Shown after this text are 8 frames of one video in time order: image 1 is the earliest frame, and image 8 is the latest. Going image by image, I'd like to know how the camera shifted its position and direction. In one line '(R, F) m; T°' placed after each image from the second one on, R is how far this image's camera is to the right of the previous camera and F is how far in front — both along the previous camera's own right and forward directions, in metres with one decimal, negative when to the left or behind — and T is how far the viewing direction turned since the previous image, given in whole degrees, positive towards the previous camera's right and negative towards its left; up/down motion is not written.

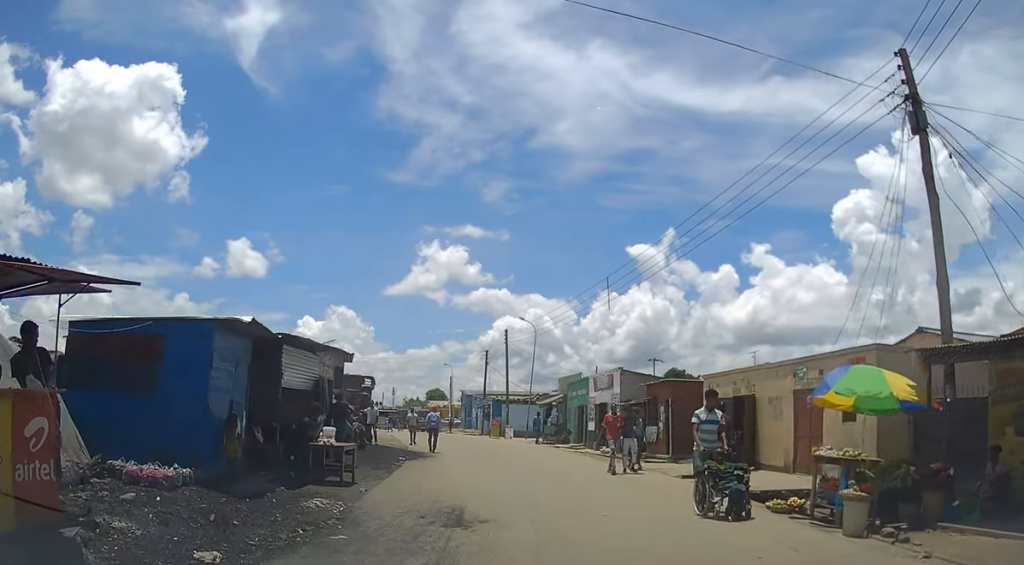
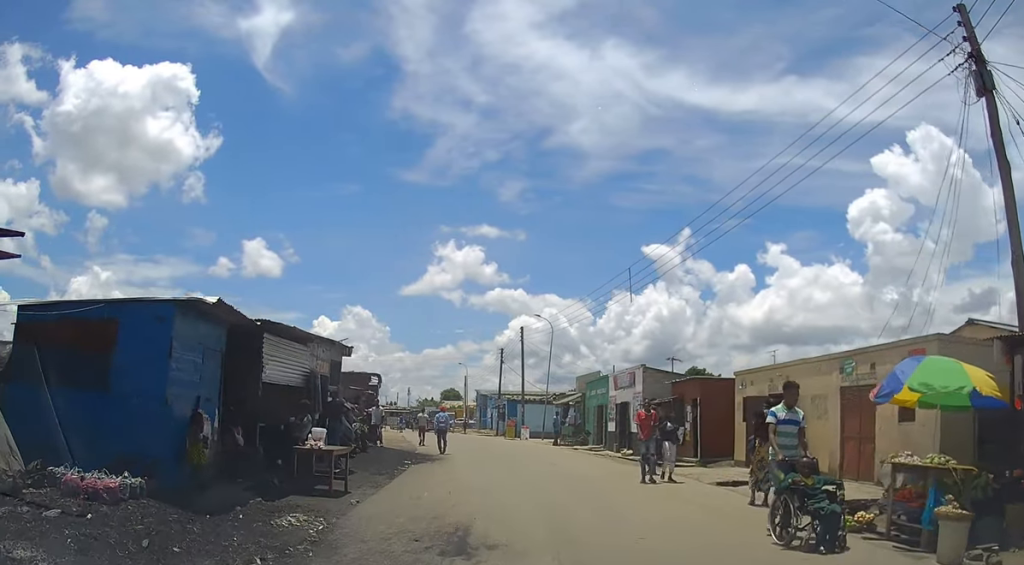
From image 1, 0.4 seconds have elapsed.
(-0.1, +1.8) m; -1°
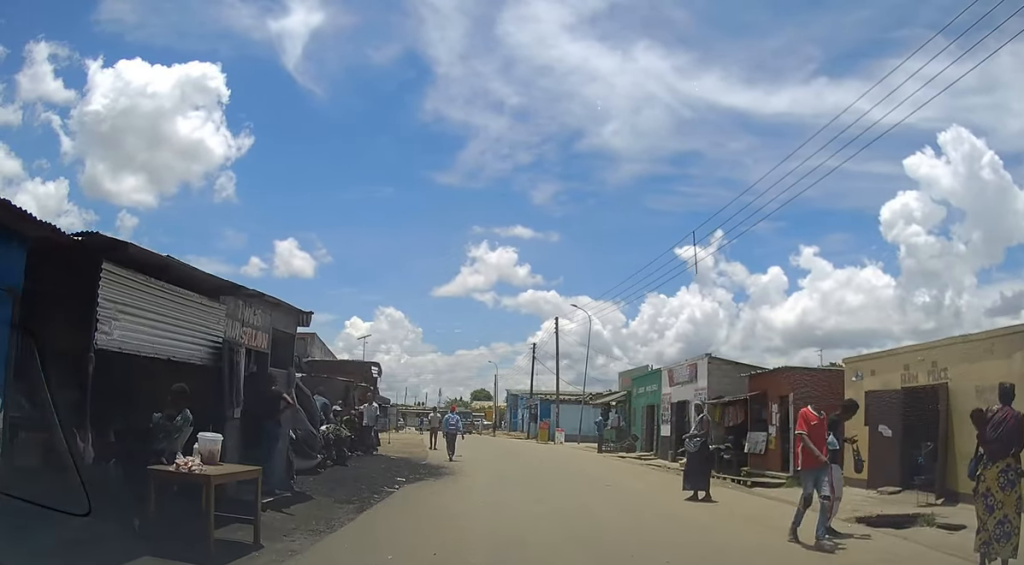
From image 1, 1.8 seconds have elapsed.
(-0.1, +5.6) m; -3°
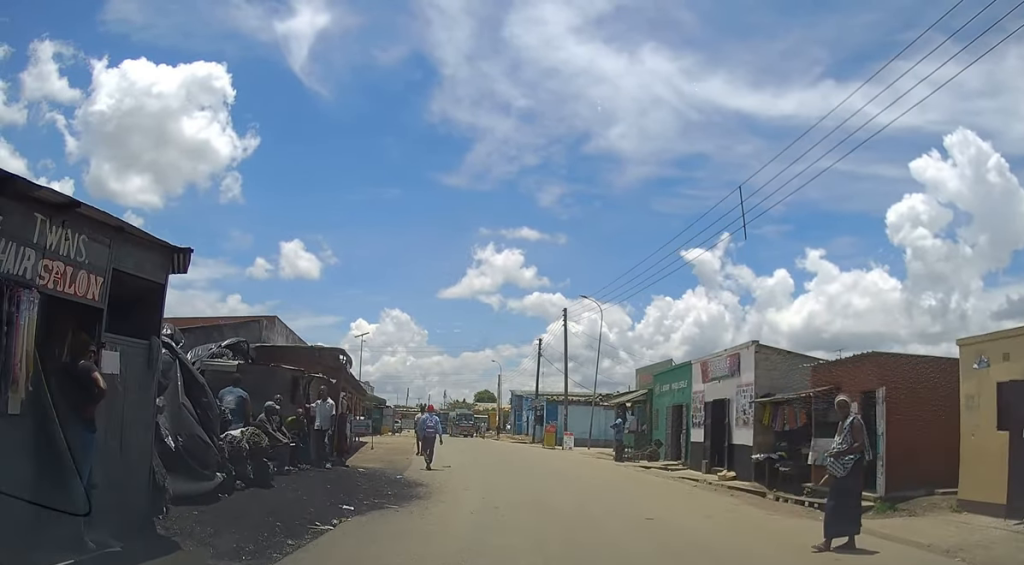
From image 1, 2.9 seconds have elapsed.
(-0.1, +4.4) m; -1°
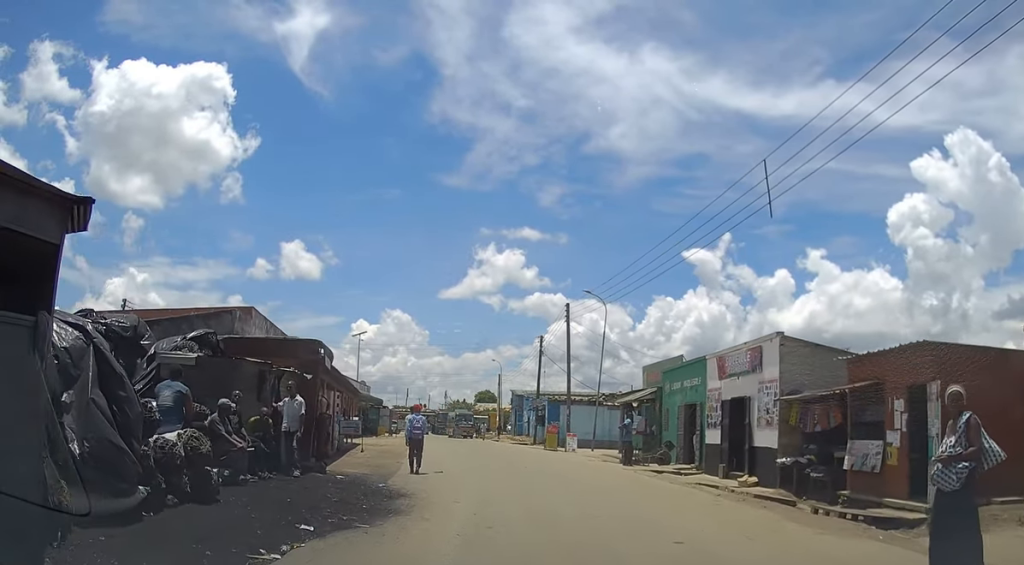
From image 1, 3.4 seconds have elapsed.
(0.0, +1.8) m; 0°
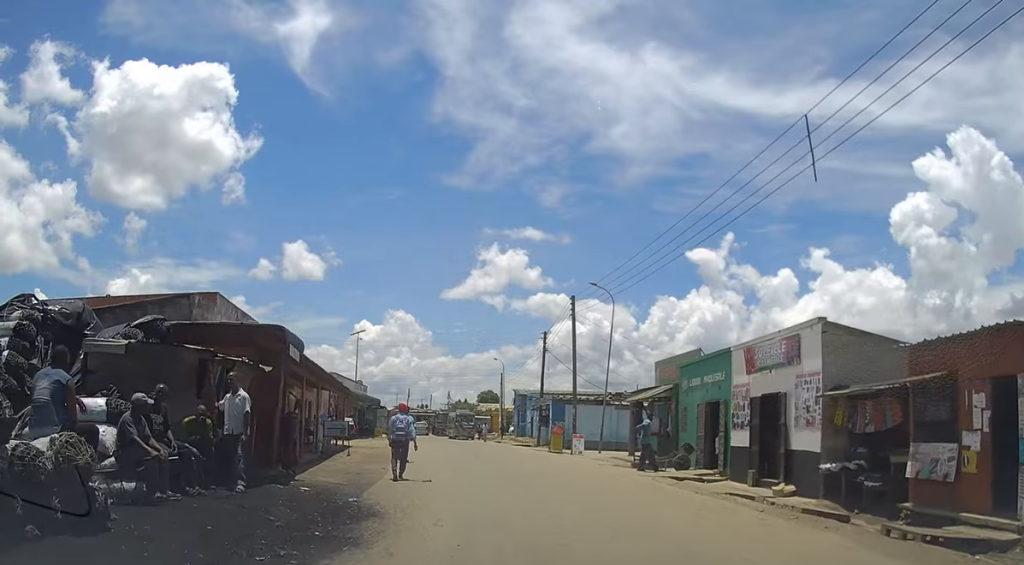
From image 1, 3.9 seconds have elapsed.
(0.0, +2.3) m; -1°
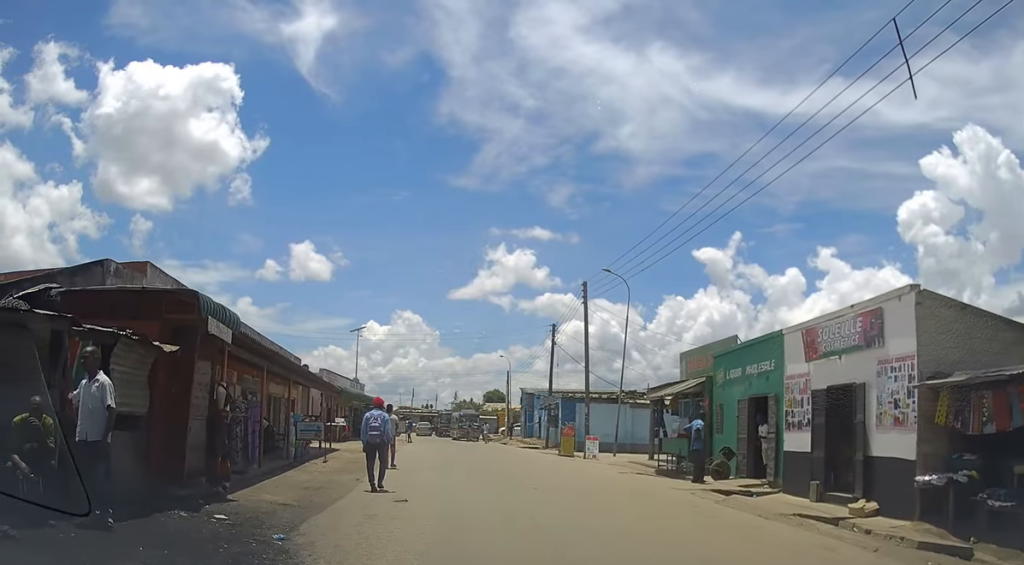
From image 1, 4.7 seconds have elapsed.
(0.0, +3.5) m; -3°
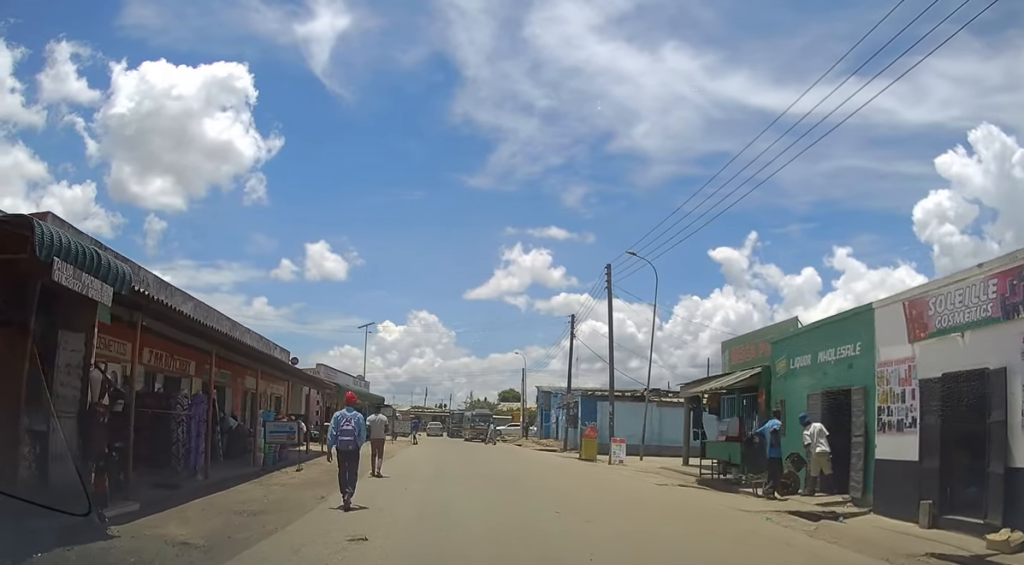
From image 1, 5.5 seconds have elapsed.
(-0.2, +3.7) m; -2°
